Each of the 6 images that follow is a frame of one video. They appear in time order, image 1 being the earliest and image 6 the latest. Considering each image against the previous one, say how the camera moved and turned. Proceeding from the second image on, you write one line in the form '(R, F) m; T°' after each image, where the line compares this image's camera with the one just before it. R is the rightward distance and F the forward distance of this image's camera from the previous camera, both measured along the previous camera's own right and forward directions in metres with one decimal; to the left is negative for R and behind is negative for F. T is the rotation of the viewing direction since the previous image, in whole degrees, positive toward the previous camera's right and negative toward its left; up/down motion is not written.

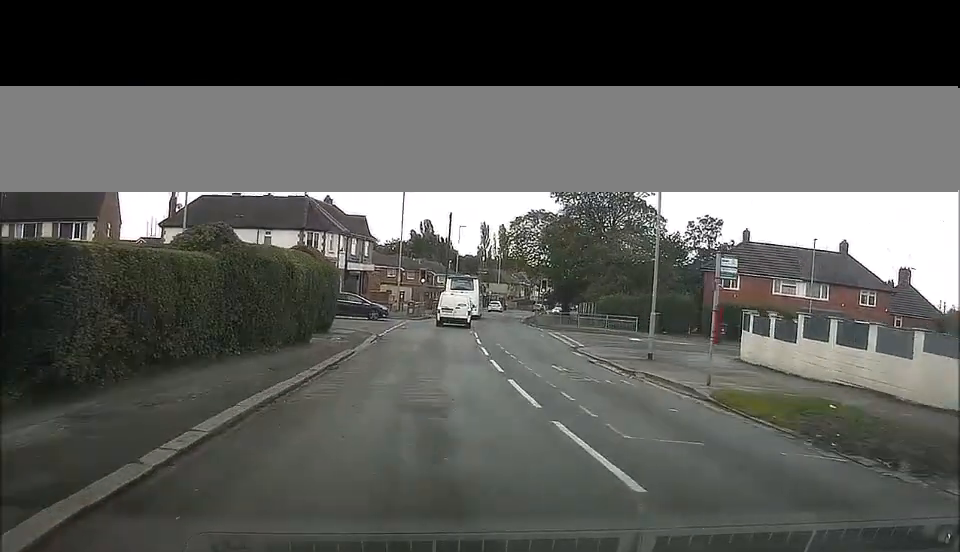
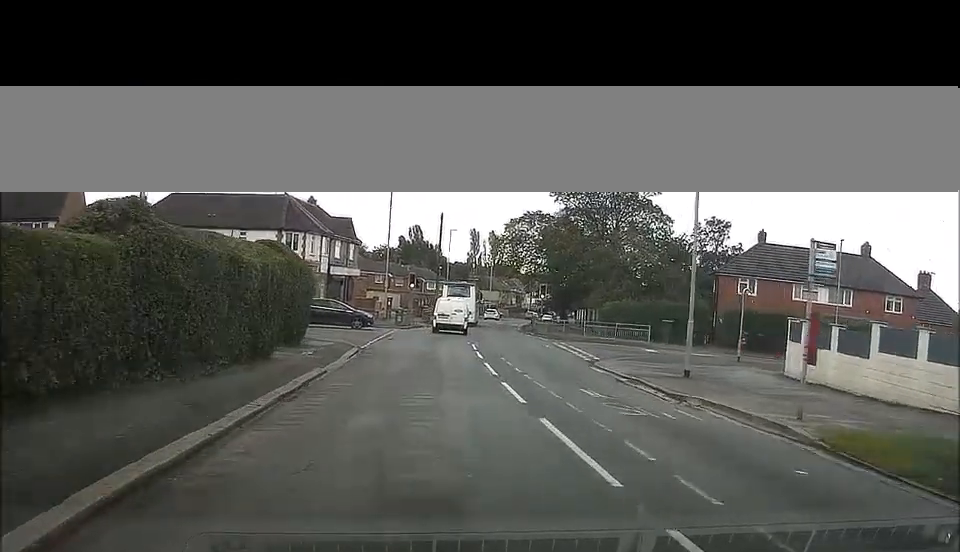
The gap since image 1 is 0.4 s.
(-0.1, +4.7) m; 0°
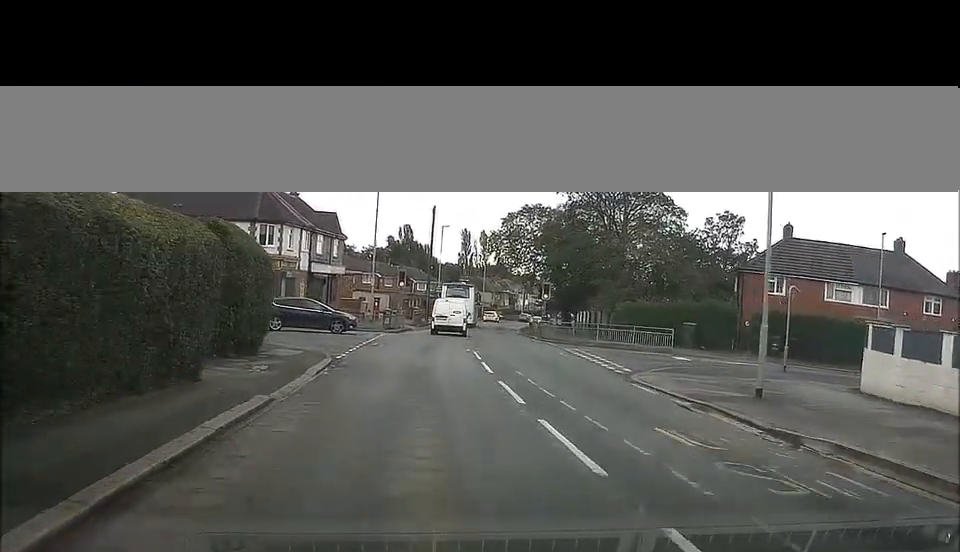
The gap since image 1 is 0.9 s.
(+0.2, +5.6) m; +1°
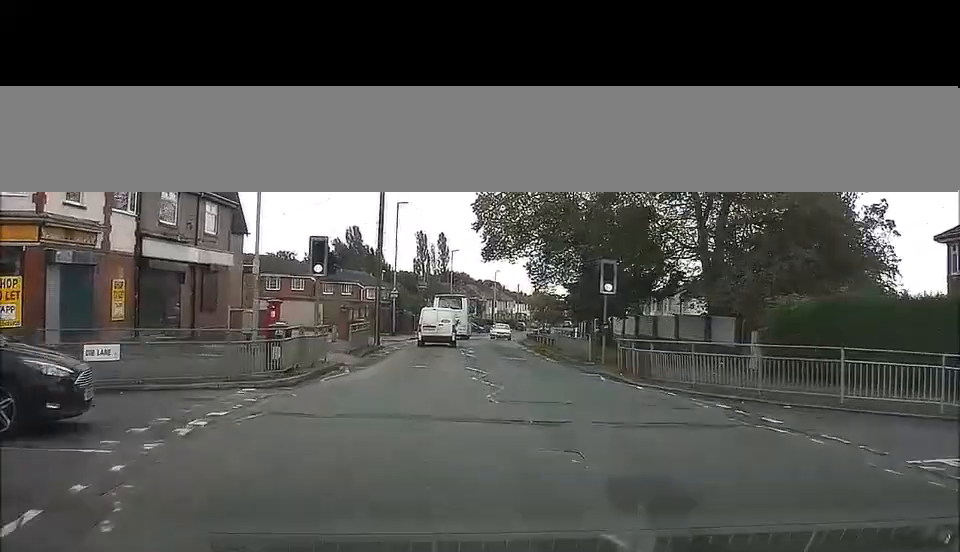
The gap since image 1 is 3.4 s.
(+1.3, +27.8) m; +5°
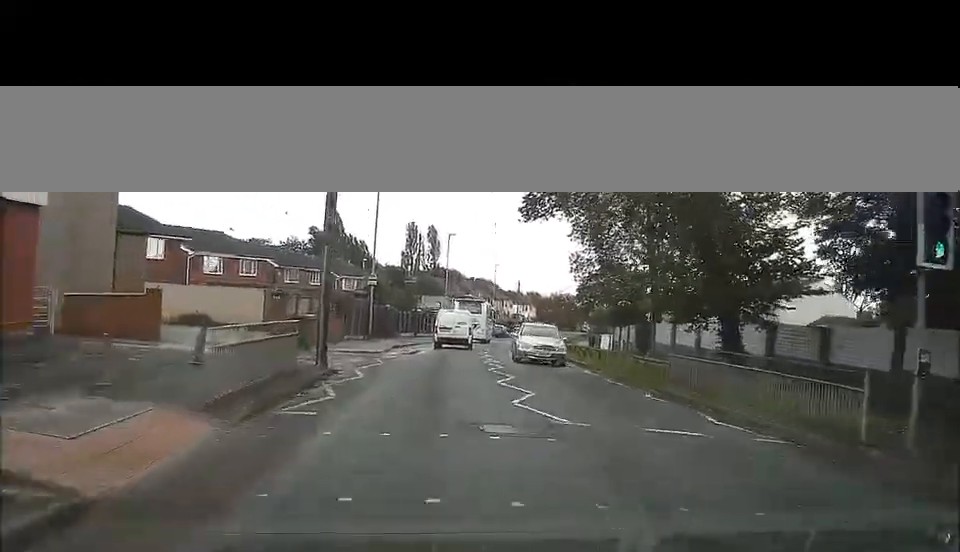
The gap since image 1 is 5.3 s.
(+0.5, +19.9) m; +2°
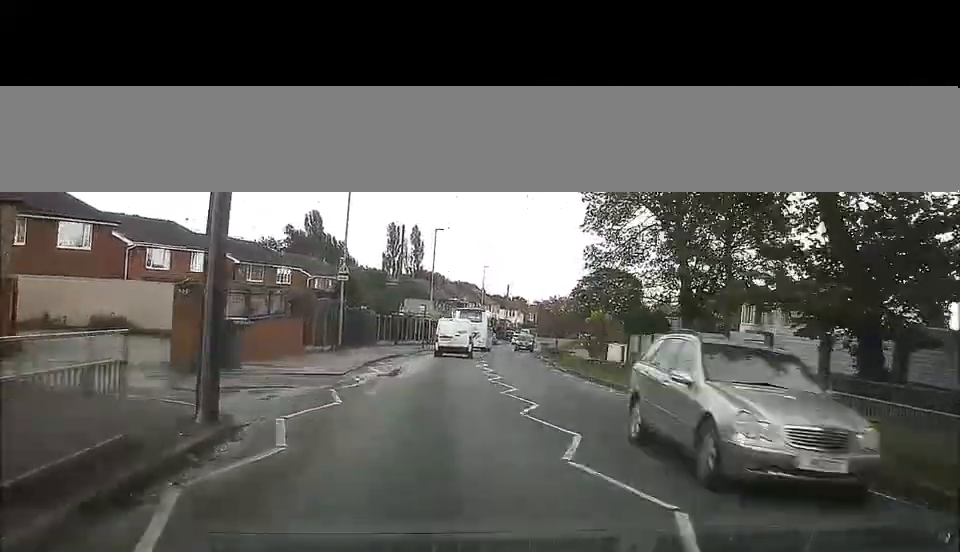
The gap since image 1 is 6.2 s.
(0.0, +9.2) m; +2°
